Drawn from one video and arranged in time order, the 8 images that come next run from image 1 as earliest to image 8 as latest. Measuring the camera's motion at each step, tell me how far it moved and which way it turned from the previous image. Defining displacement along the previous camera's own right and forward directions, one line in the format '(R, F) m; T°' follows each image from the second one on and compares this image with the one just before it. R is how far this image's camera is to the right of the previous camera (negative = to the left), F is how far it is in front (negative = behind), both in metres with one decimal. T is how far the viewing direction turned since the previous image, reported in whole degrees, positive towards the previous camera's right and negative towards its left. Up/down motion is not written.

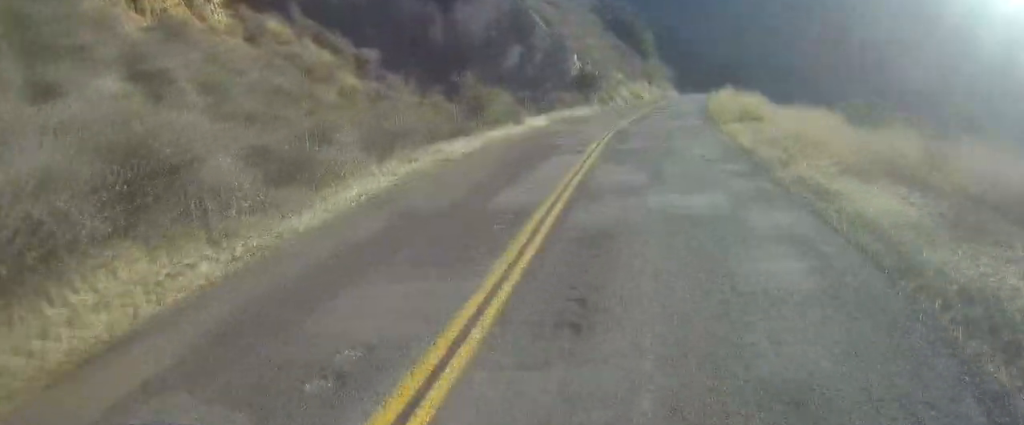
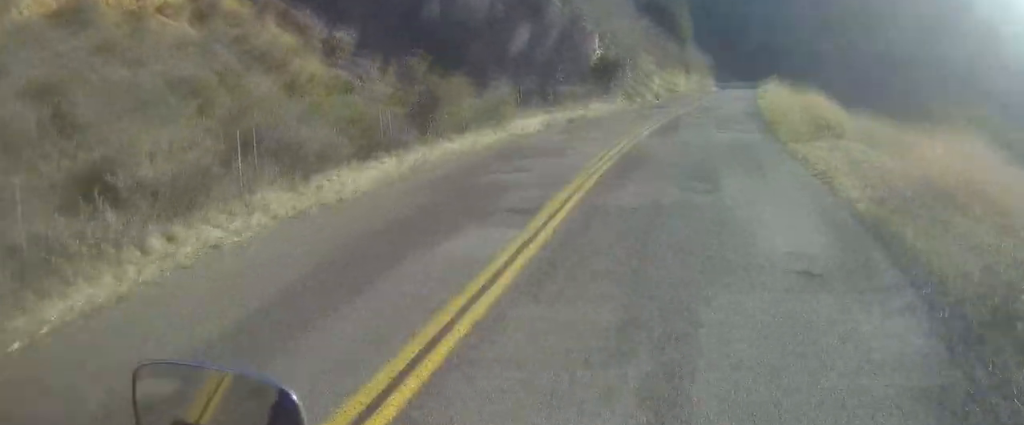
(+0.1, +8.5) m; 0°
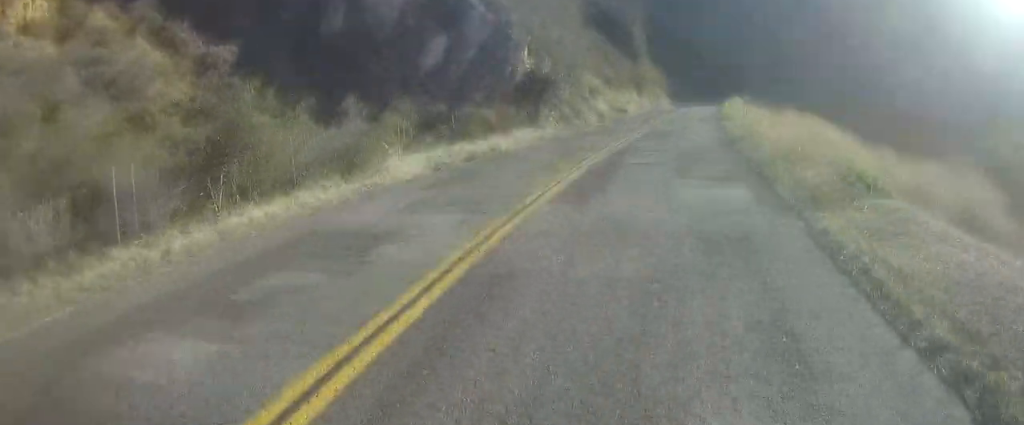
(0.0, +6.9) m; +1°
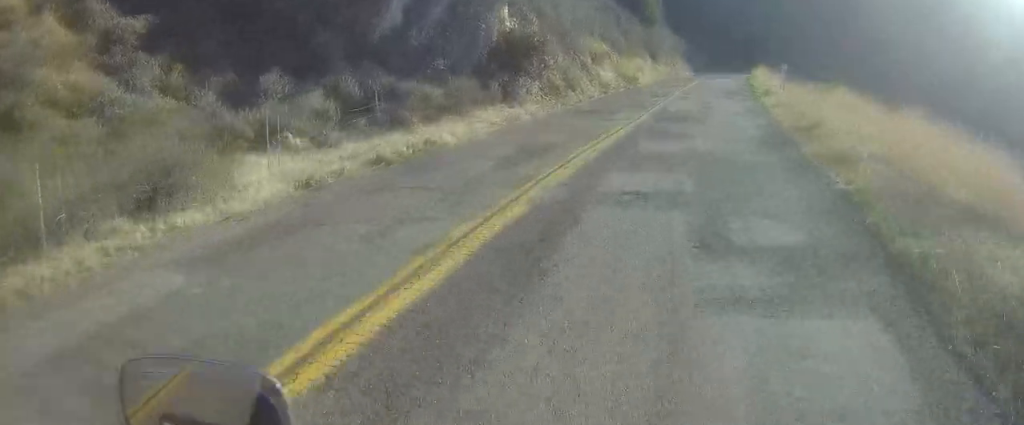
(-0.1, +6.9) m; +1°
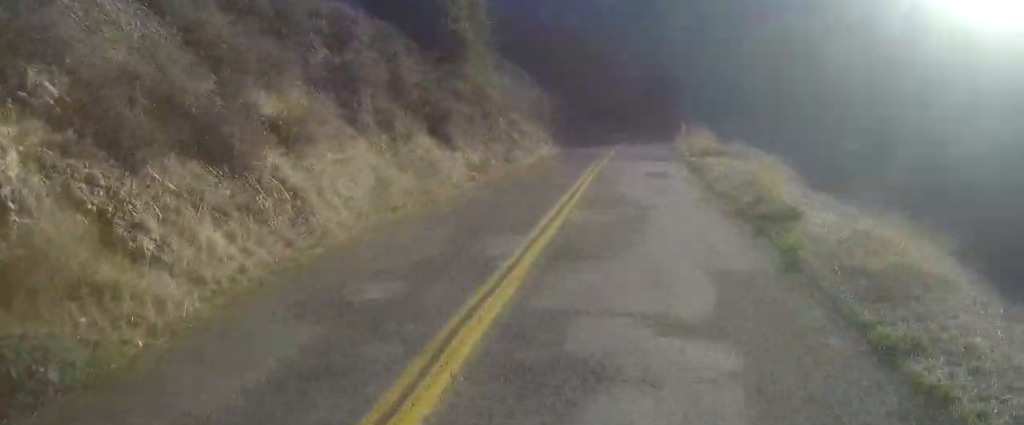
(+1.6, +31.7) m; +4°
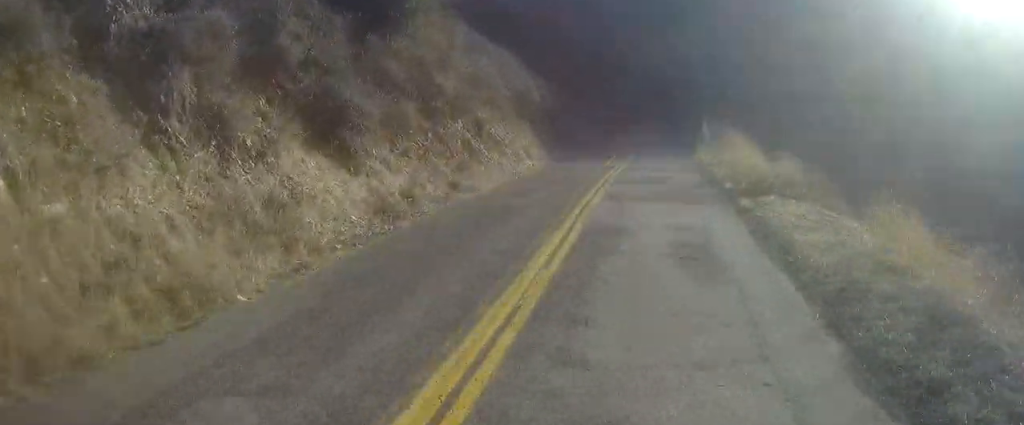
(+0.1, +8.6) m; 0°
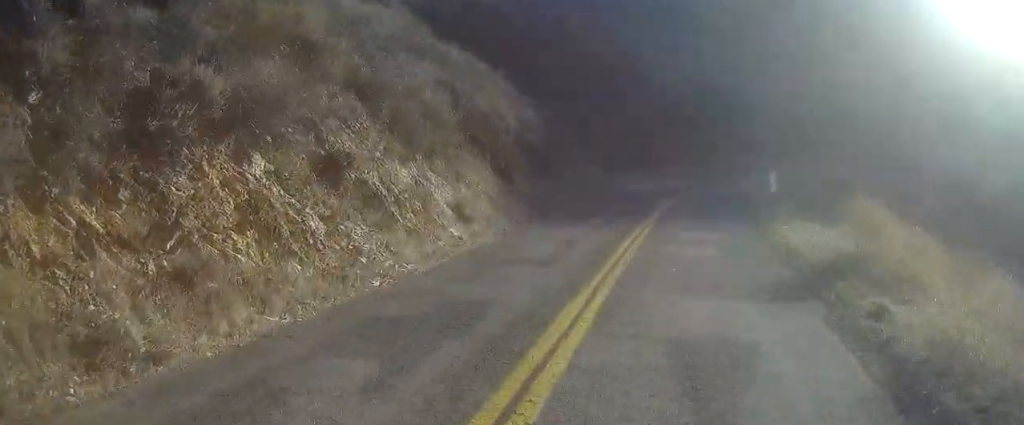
(0.0, +12.9) m; 0°
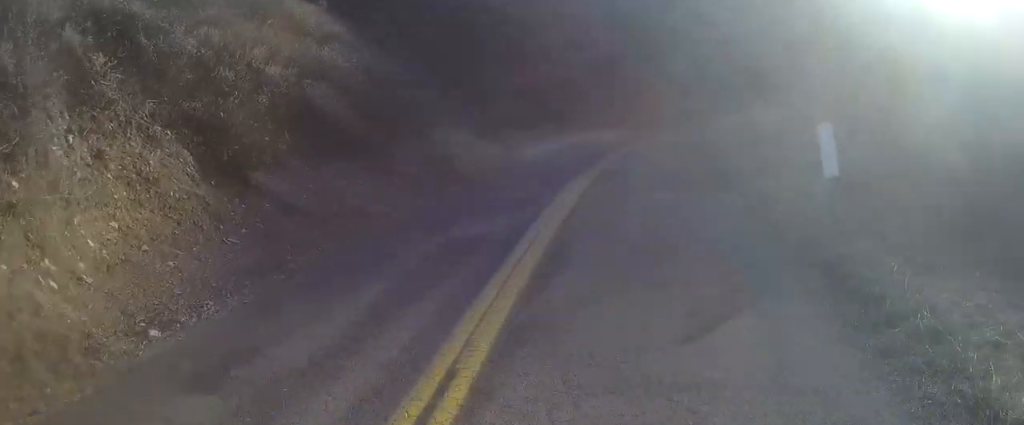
(+0.1, +12.3) m; +2°
